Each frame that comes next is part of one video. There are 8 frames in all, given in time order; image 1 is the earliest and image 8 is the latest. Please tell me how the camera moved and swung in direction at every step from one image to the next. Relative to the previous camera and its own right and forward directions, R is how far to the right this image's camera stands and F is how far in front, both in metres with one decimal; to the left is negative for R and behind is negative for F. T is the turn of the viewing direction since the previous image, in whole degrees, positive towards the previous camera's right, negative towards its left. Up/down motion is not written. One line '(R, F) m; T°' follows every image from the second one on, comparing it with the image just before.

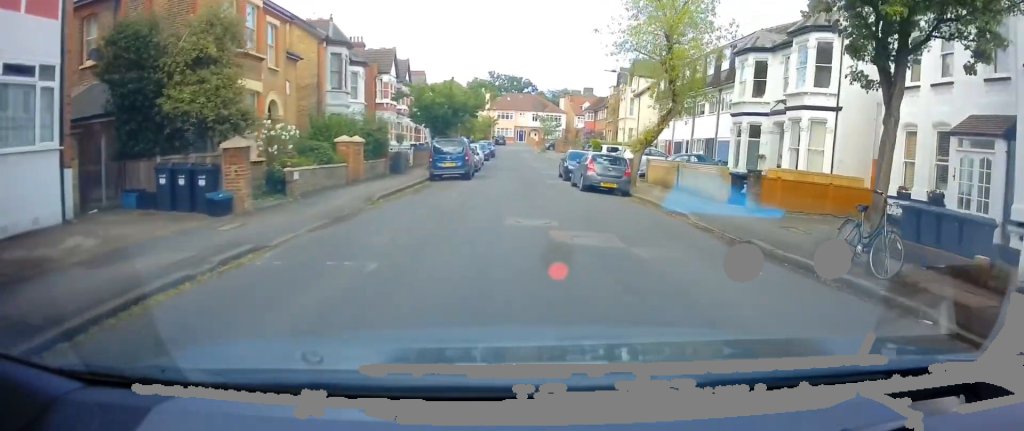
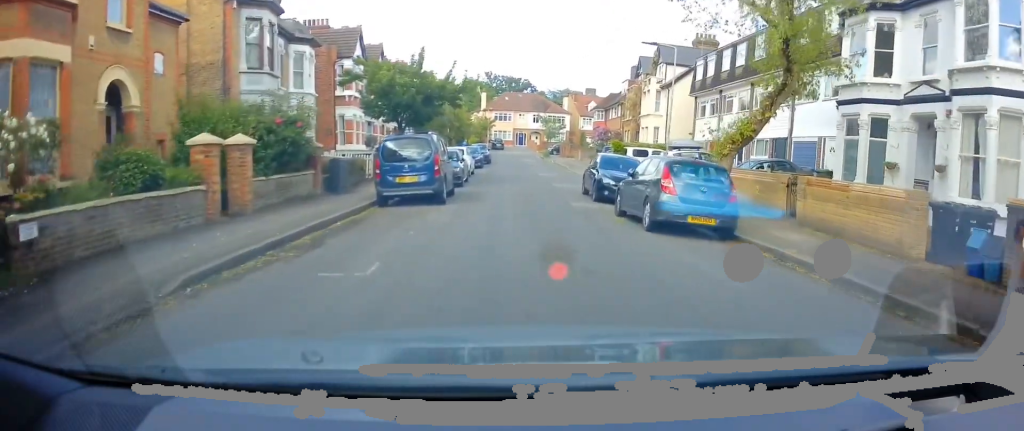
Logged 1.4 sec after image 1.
(-0.3, +9.7) m; 0°
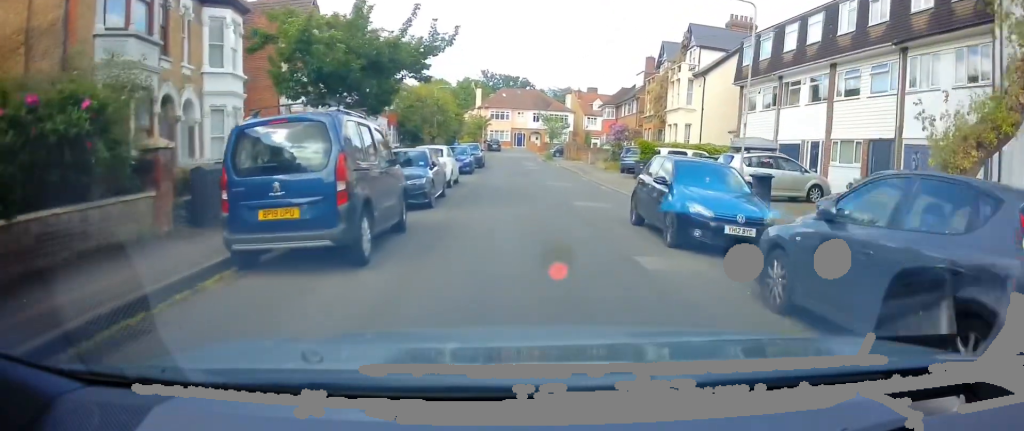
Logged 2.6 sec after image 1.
(+0.2, +8.3) m; 0°
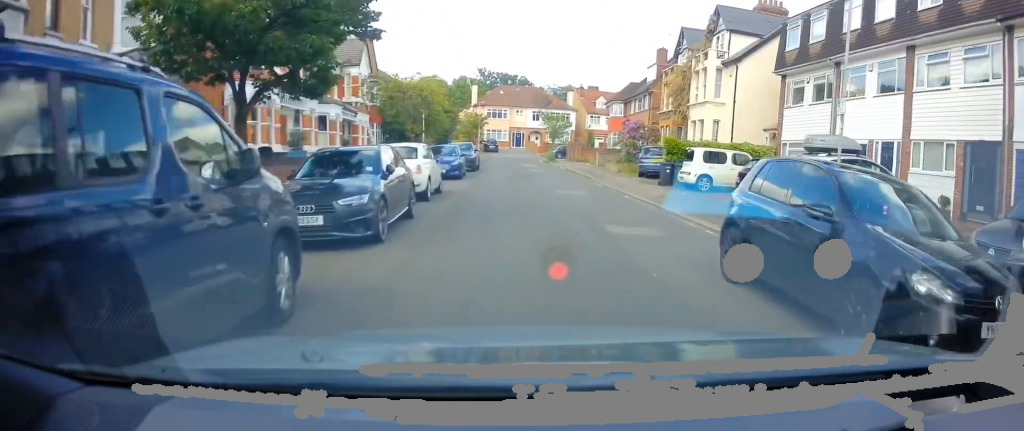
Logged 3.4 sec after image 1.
(-0.2, +5.4) m; 0°
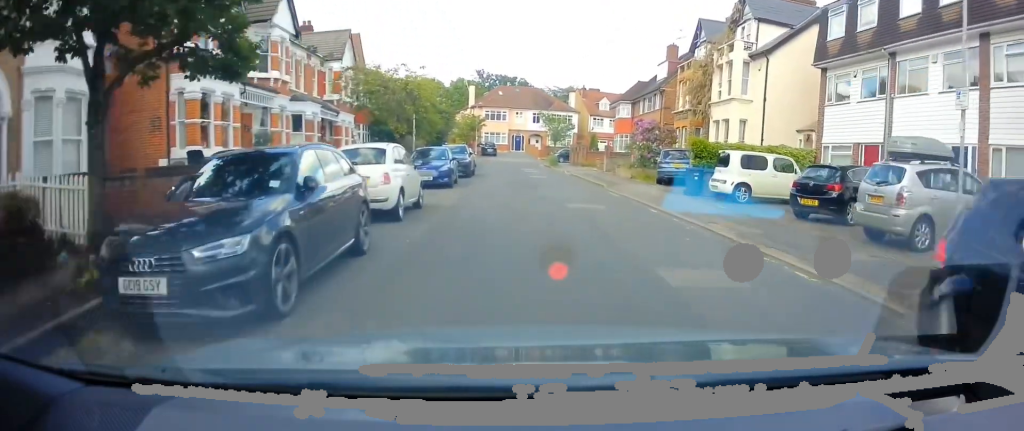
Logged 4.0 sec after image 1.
(+0.3, +3.7) m; 0°
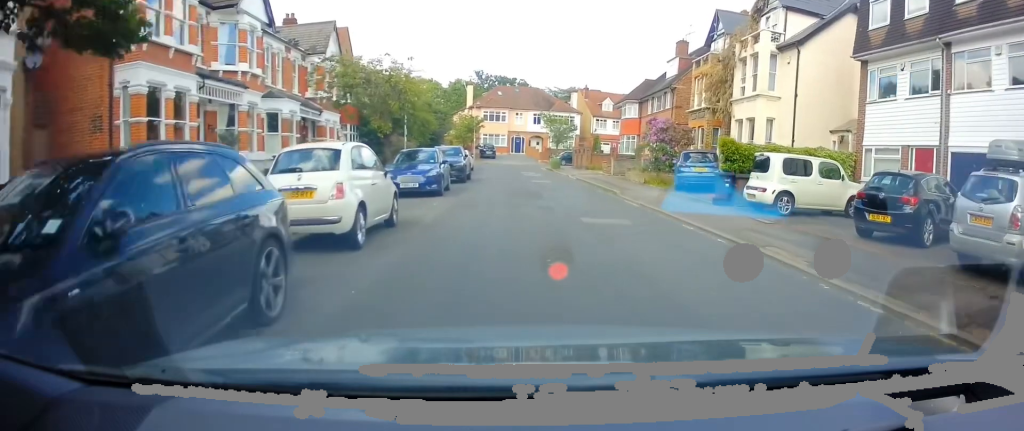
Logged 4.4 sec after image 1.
(0.0, +3.0) m; -1°
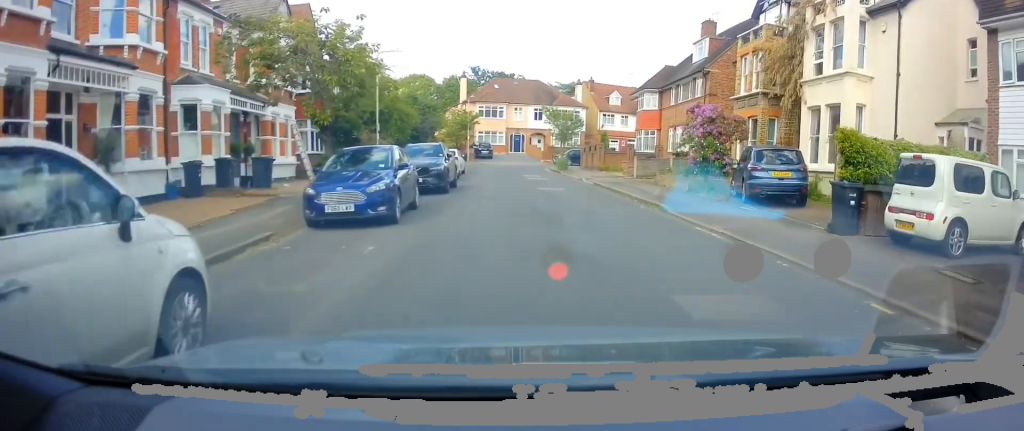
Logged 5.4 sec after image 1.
(-0.4, +6.8) m; -1°
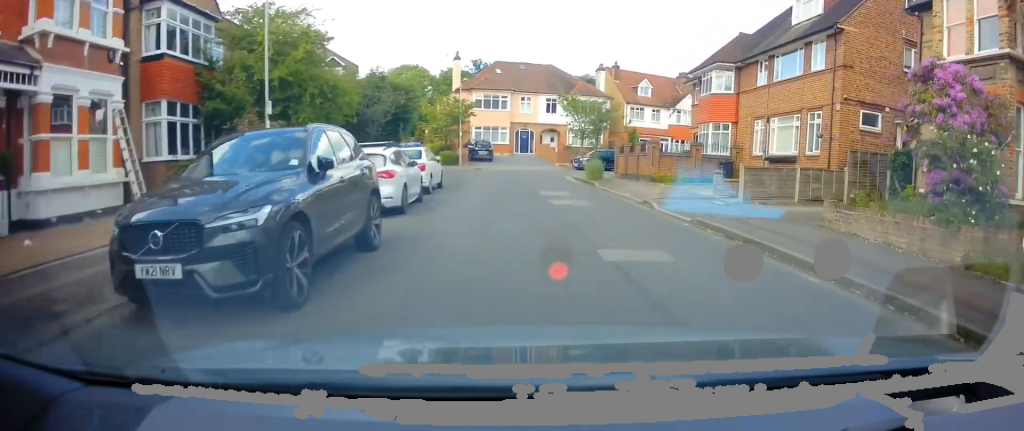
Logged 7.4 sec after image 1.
(+0.8, +13.3) m; +3°
